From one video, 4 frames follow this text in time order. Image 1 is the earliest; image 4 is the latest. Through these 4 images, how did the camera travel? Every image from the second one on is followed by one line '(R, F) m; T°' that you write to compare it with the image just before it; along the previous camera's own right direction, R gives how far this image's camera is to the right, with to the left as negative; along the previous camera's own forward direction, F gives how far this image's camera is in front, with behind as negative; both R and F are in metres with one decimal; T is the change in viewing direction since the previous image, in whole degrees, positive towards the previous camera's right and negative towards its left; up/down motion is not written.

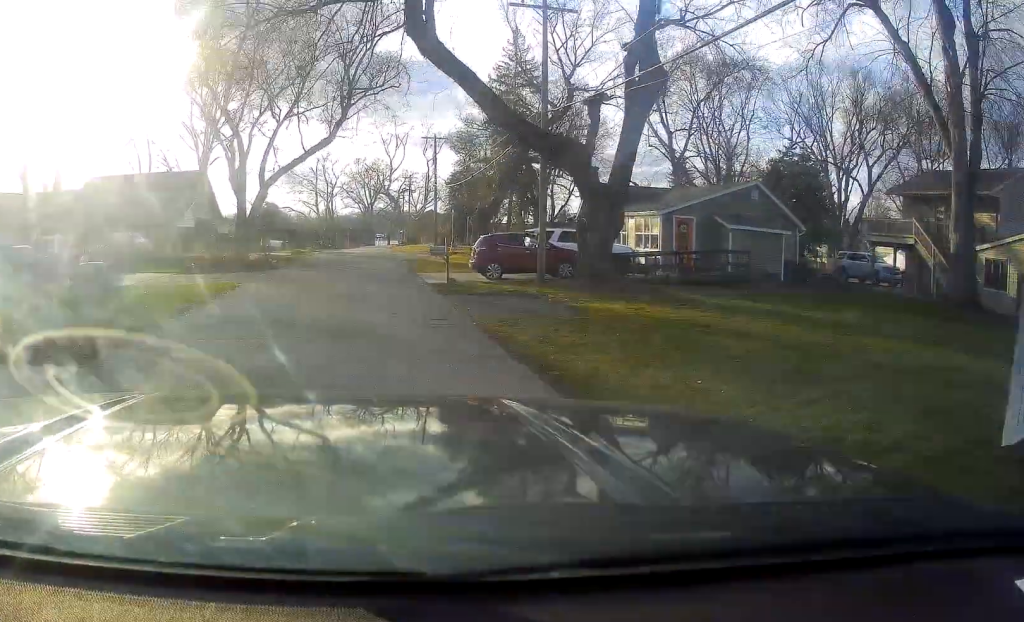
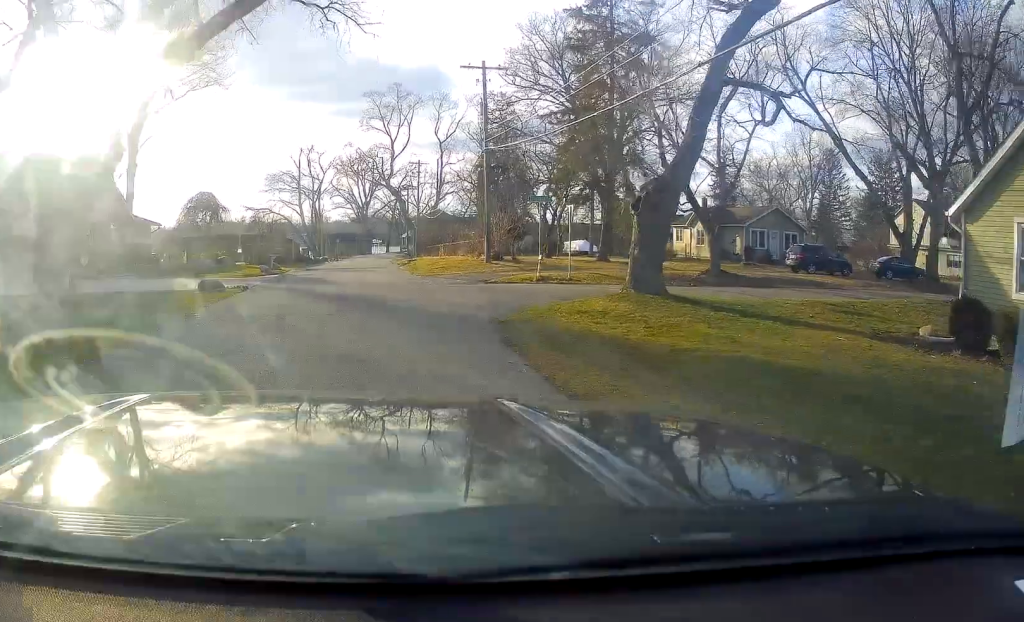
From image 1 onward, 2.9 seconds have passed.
(-0.9, +28.5) m; -1°
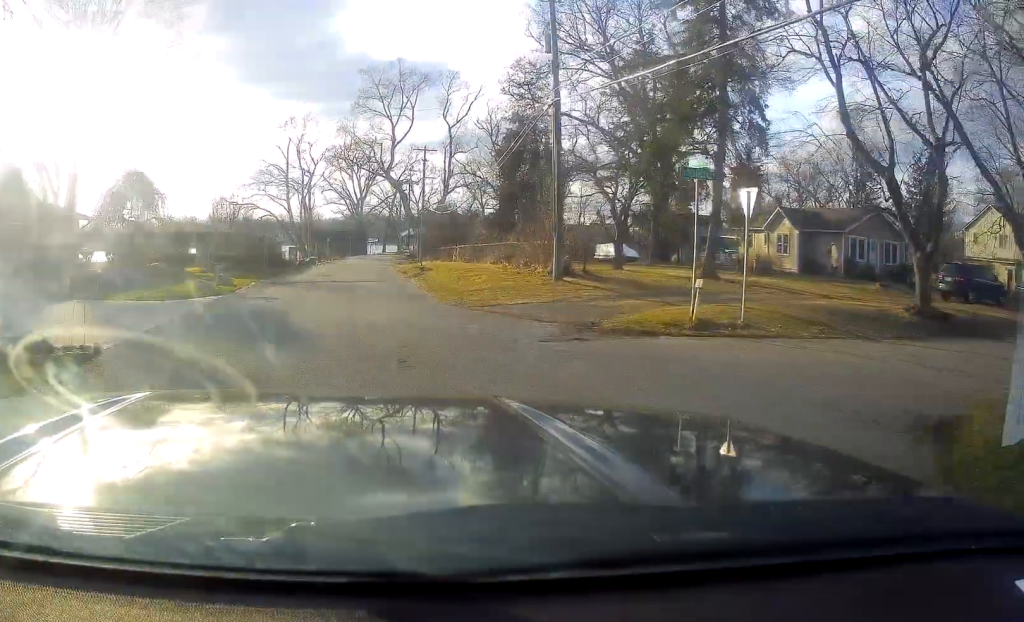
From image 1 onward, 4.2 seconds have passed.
(-0.3, +13.4) m; 0°
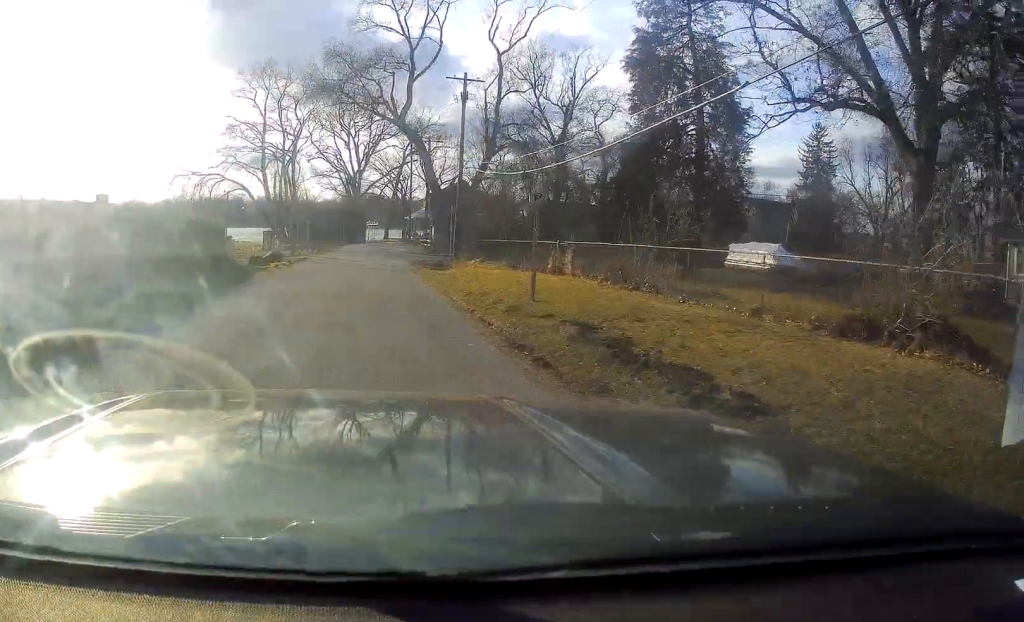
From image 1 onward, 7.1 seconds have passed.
(+0.5, +27.0) m; 0°
